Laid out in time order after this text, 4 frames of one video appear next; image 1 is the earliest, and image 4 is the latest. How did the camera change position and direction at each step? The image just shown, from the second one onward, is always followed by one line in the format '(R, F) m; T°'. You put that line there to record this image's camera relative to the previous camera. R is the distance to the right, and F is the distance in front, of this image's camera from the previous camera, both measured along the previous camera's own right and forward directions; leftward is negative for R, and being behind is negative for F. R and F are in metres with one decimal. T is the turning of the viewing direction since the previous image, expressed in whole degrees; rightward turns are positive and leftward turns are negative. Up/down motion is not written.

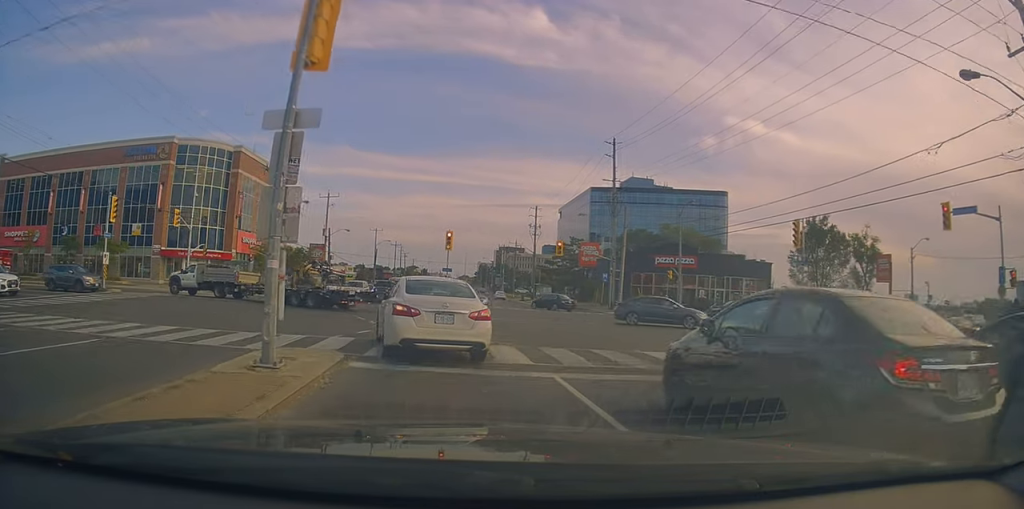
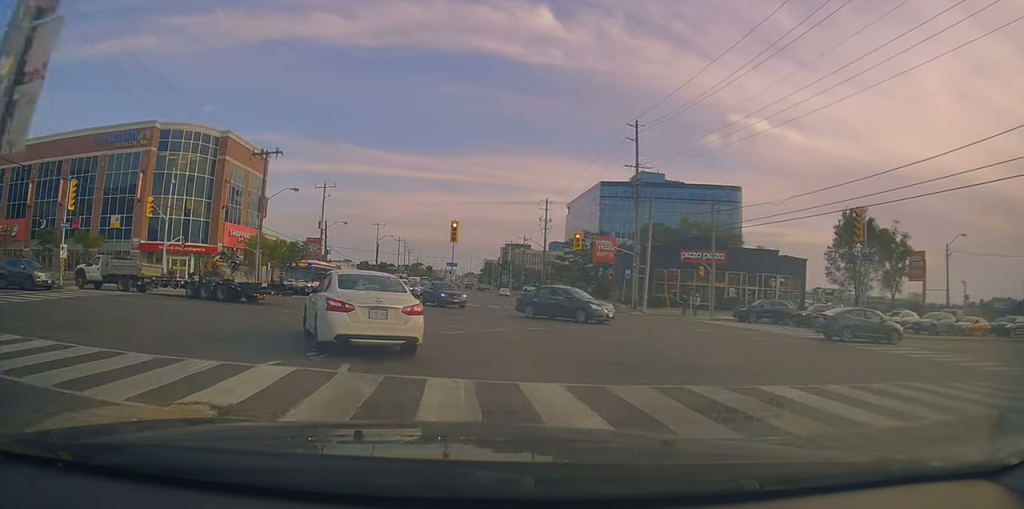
(+0.5, +4.9) m; -2°
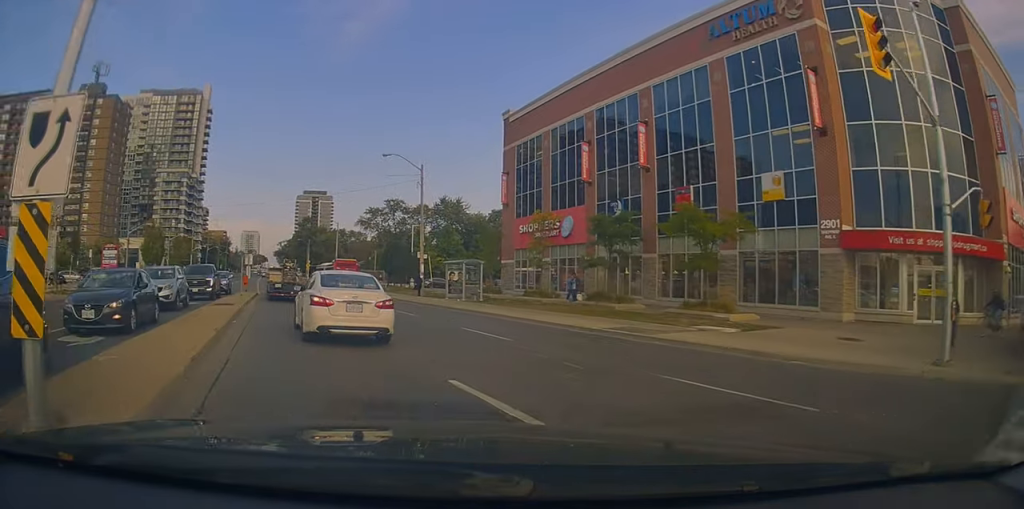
(-15.5, +28.1) m; -63°
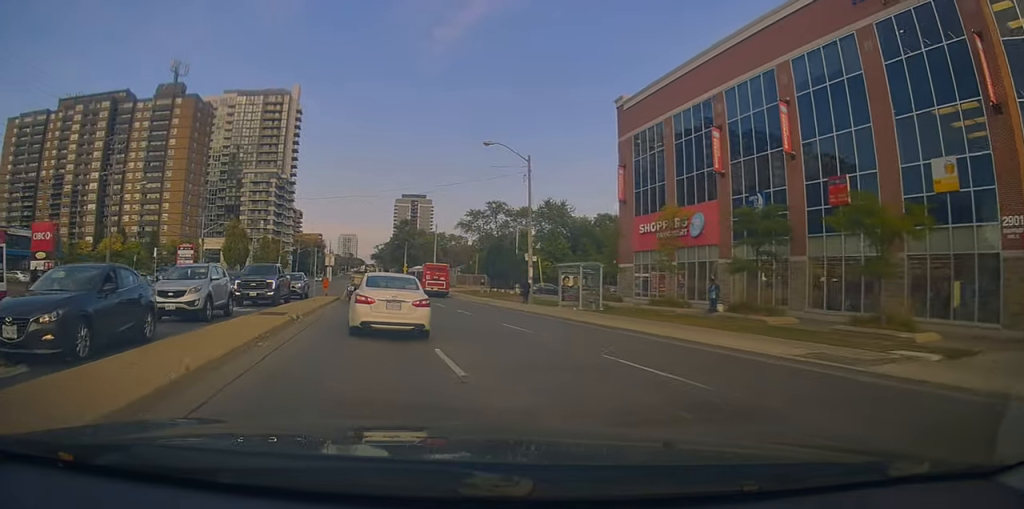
(-0.5, +5.0) m; -11°
